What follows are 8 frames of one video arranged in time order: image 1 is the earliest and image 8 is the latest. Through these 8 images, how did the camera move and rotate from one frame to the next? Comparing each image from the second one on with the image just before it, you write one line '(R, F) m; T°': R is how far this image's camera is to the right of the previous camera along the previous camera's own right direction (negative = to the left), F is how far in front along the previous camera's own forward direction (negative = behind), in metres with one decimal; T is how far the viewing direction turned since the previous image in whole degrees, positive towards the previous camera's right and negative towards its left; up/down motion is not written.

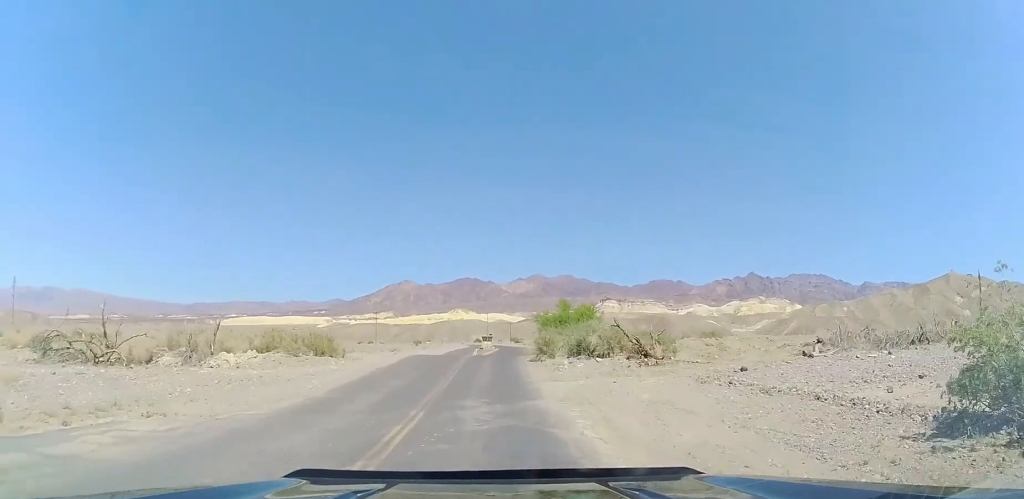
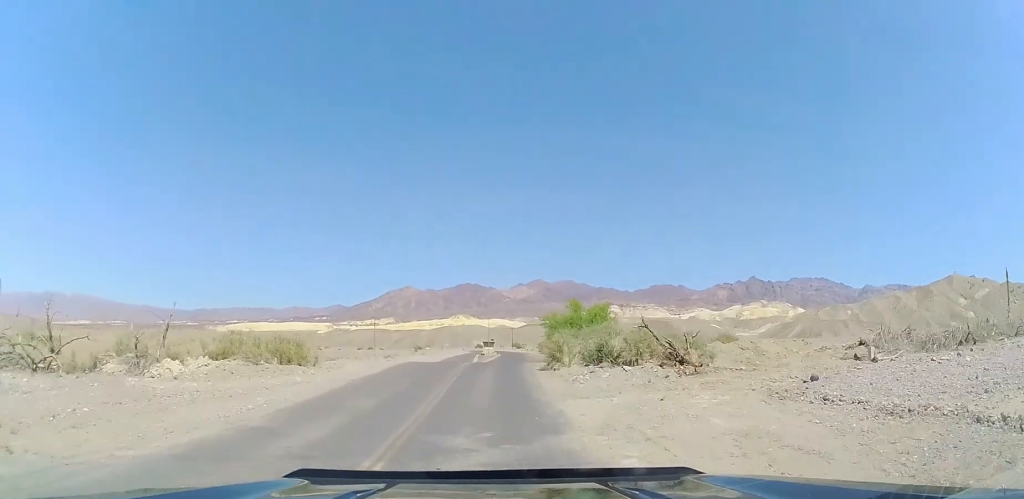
(+0.1, +4.9) m; 0°
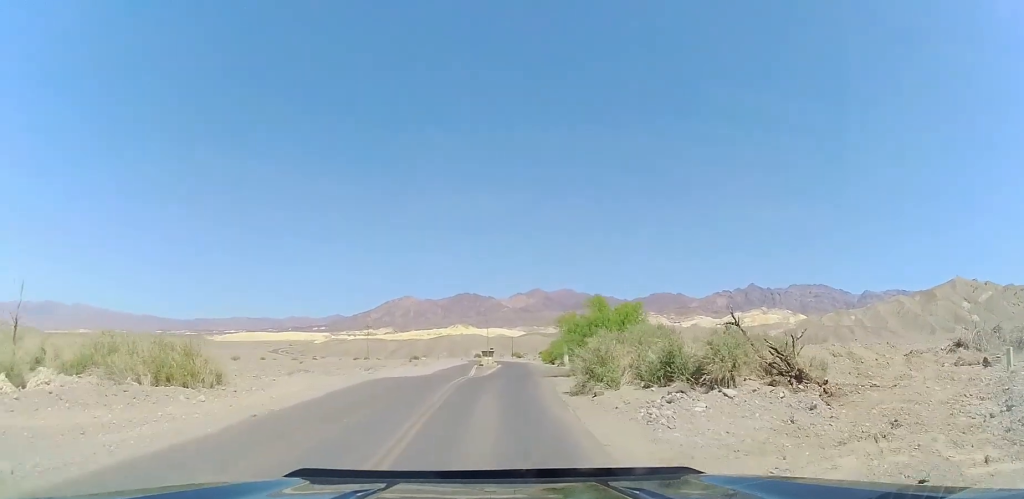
(+0.1, +9.2) m; +1°
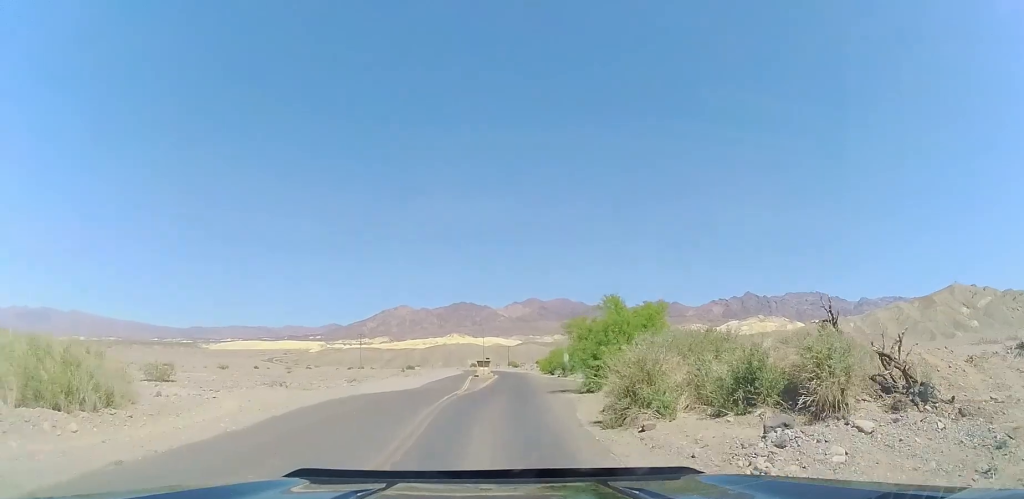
(-0.1, +5.0) m; +1°
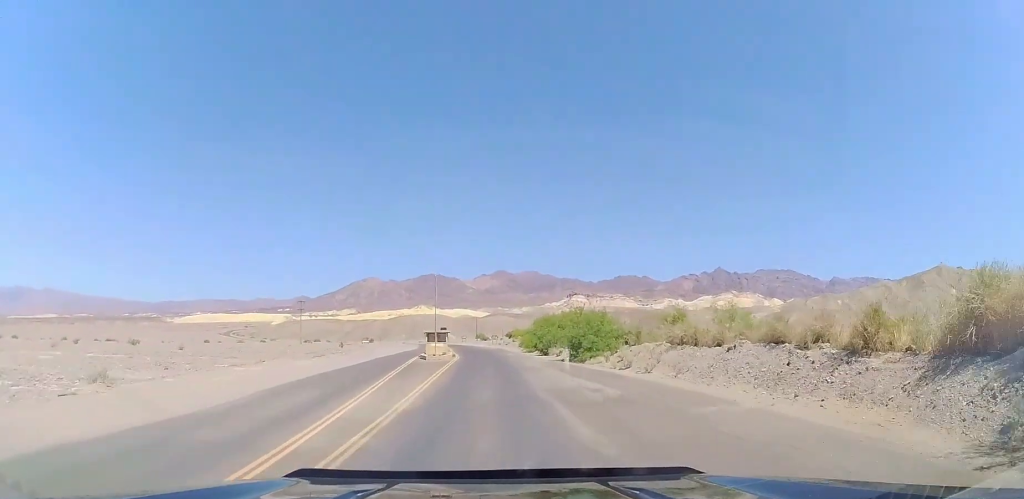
(-0.4, +30.5) m; -1°
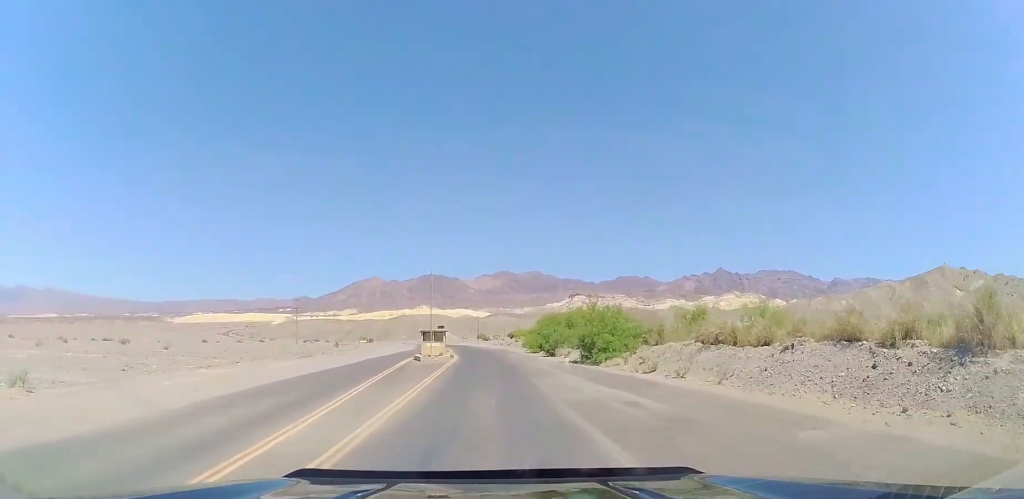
(+0.1, +4.2) m; +1°
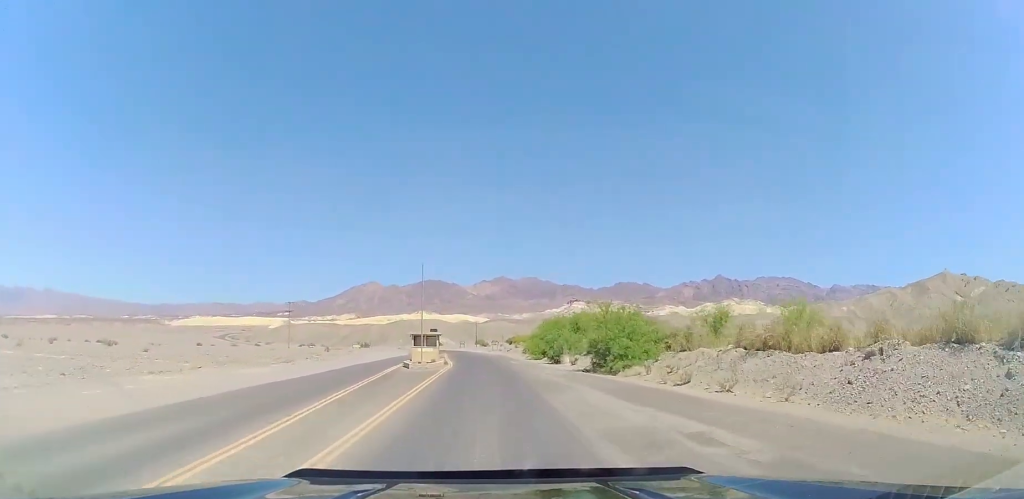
(0.0, +4.4) m; +2°
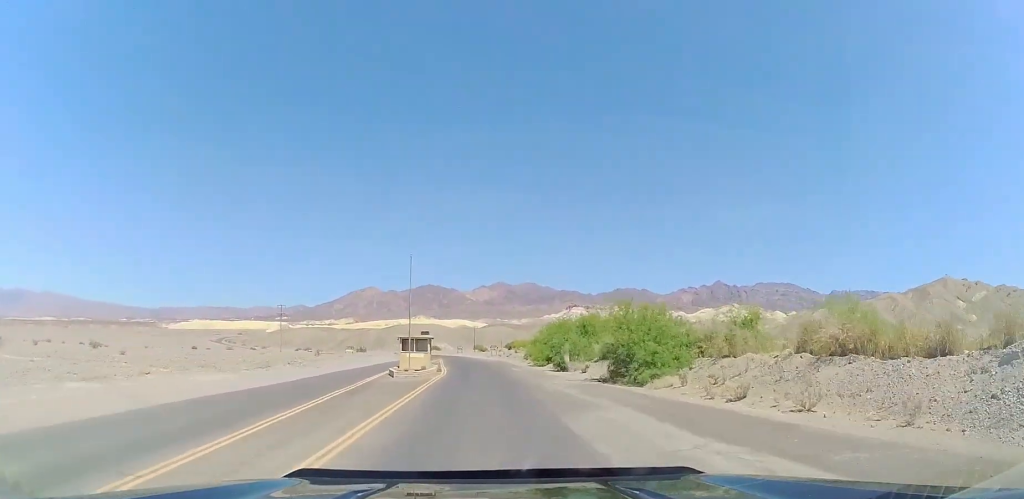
(+0.1, +4.8) m; +1°
